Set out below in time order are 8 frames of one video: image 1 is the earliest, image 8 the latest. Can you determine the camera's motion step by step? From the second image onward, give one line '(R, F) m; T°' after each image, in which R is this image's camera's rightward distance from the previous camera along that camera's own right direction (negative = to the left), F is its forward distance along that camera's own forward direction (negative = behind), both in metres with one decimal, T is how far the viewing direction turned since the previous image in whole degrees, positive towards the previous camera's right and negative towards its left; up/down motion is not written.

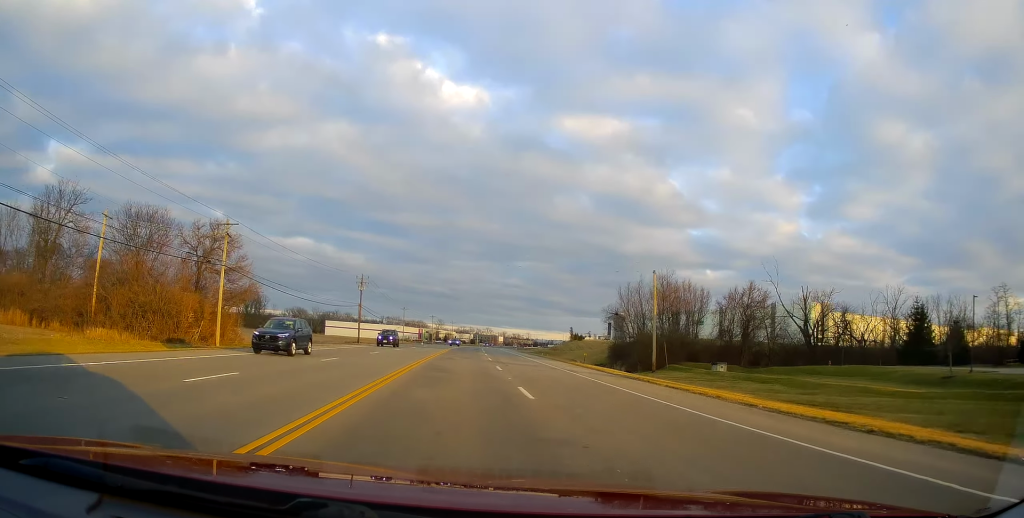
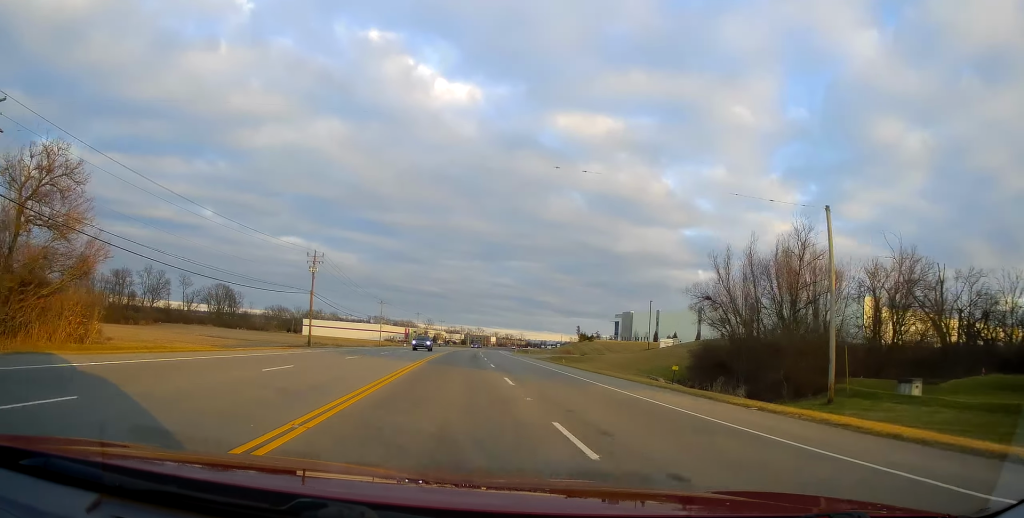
(+0.1, +31.1) m; 0°
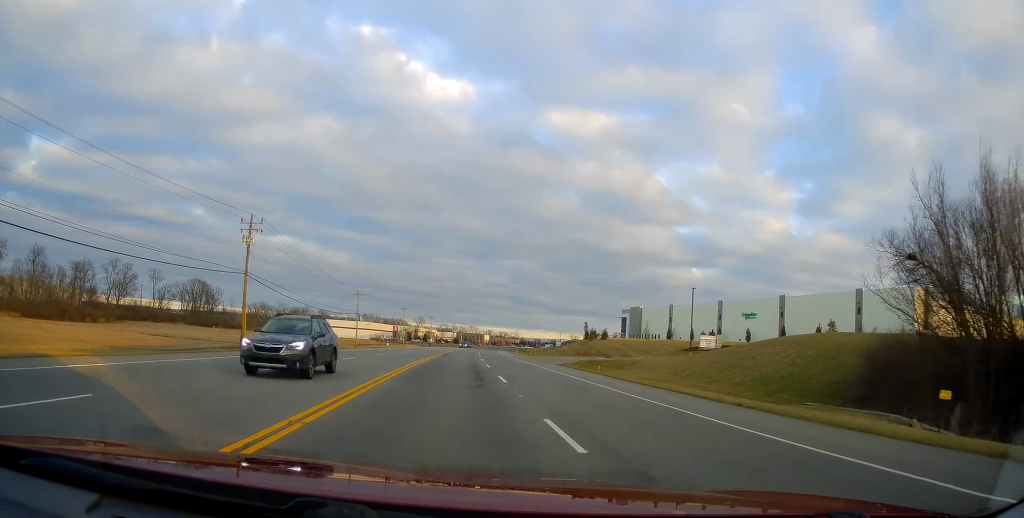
(0.0, +23.7) m; +1°
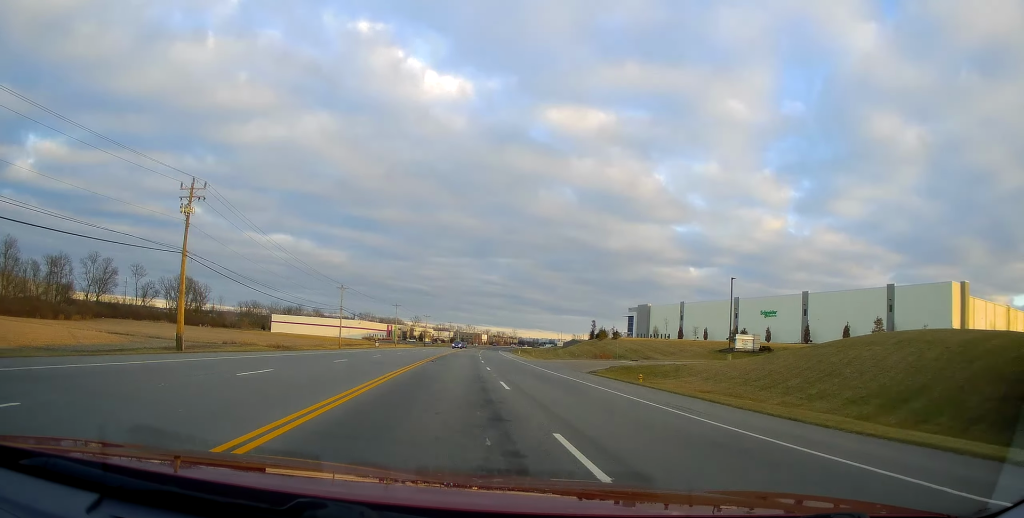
(0.0, +13.9) m; +1°
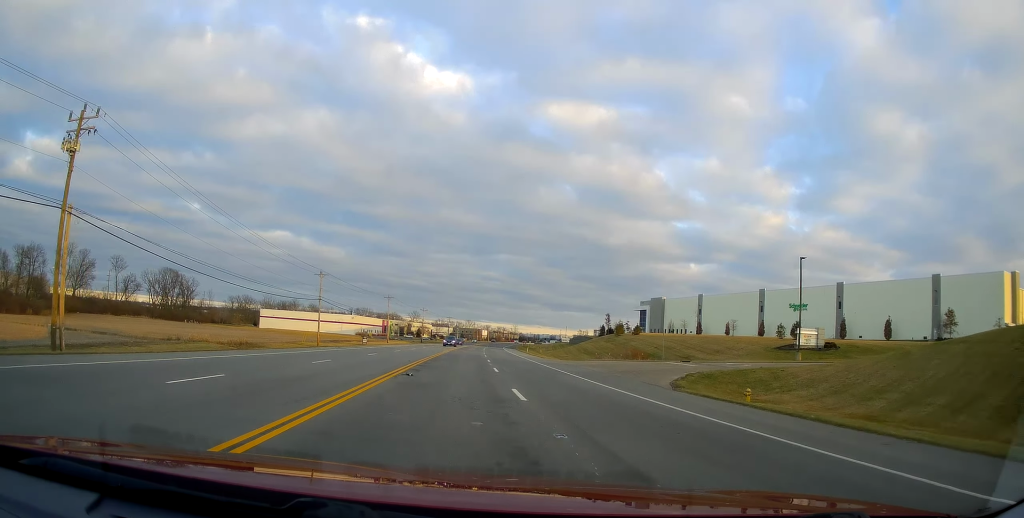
(+0.5, +16.2) m; 0°
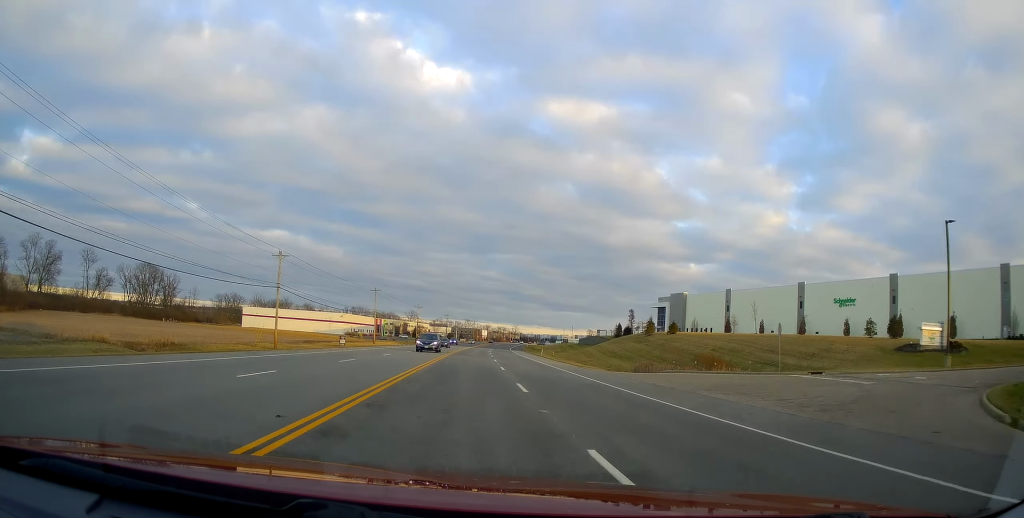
(-0.4, +21.1) m; 0°
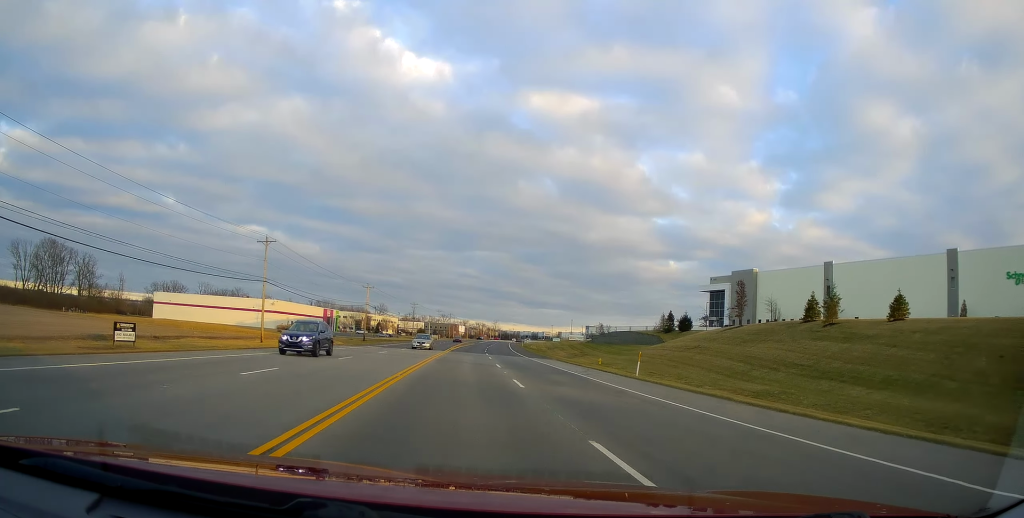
(0.0, +59.2) m; +2°
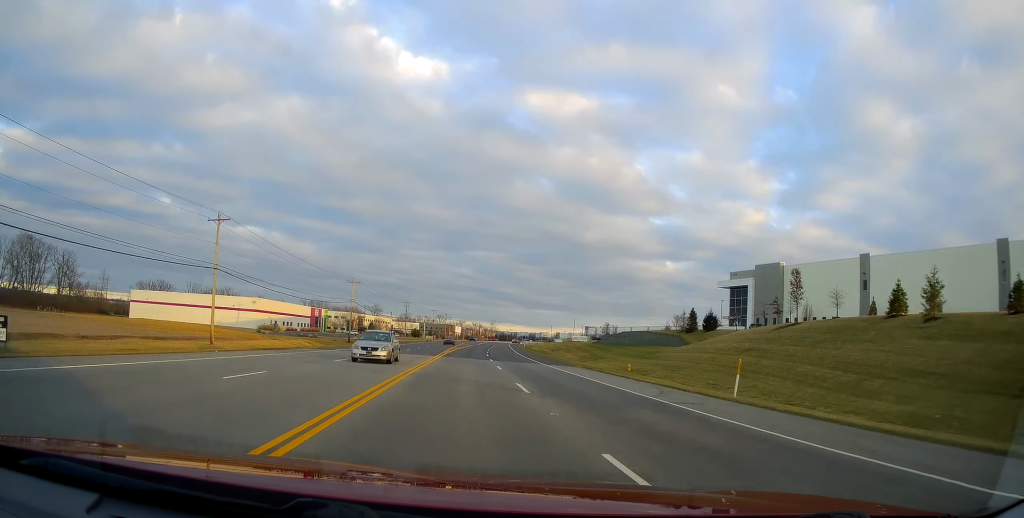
(+0.6, +13.0) m; +1°
